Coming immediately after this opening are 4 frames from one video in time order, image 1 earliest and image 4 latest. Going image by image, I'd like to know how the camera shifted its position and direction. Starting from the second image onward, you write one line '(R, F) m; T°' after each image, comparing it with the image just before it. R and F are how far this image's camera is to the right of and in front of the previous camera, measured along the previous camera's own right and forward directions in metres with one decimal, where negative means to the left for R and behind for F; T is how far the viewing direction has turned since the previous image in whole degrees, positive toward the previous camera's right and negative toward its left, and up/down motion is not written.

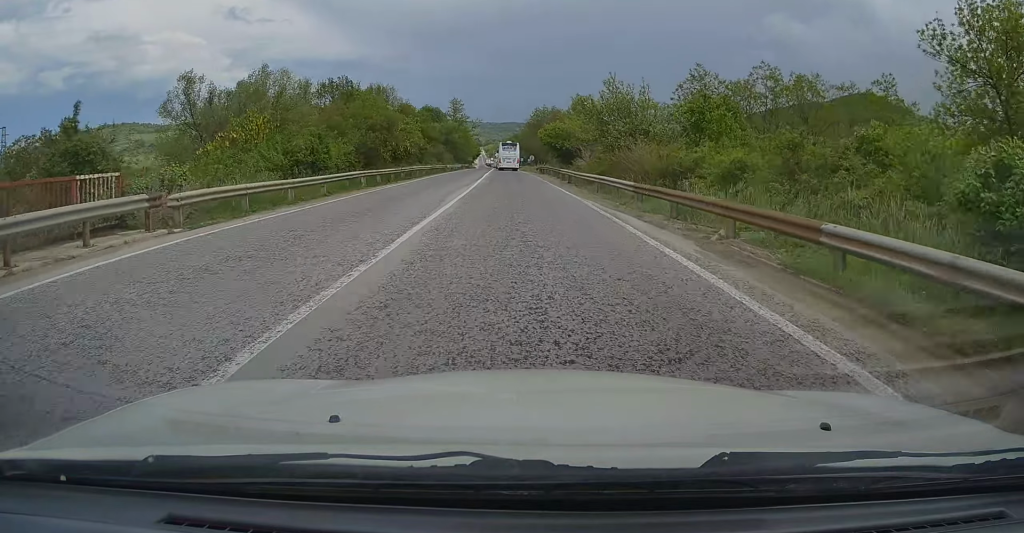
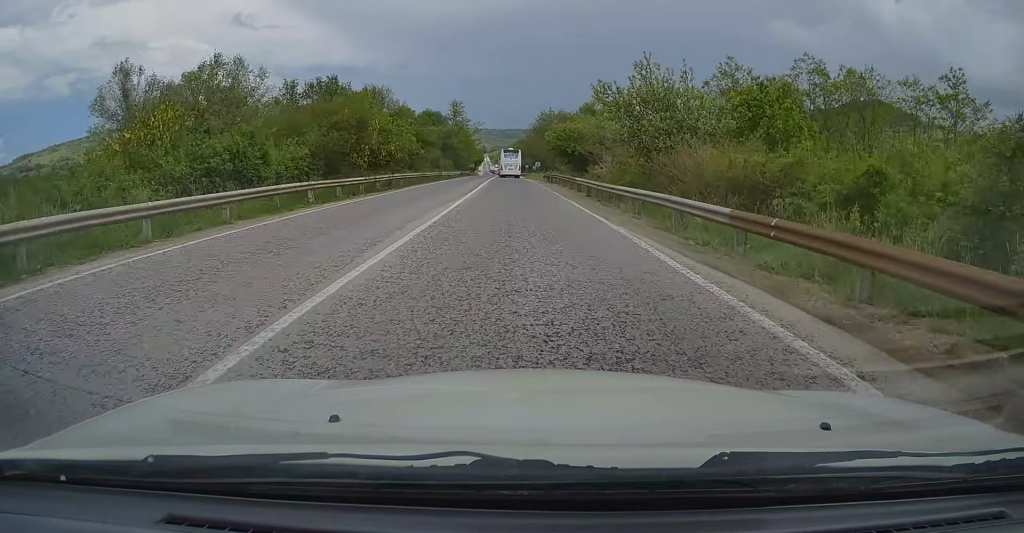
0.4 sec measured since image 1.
(+0.1, +8.4) m; -1°
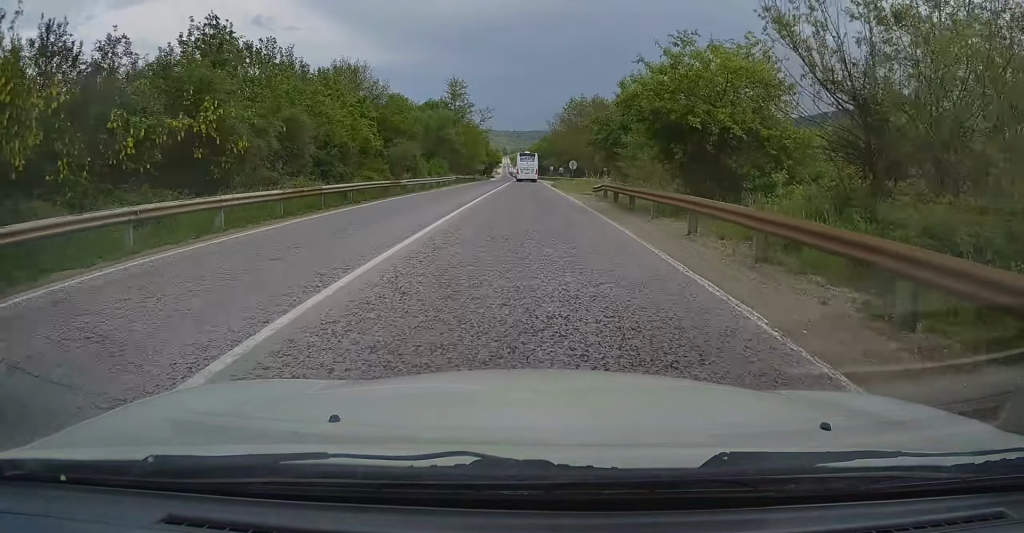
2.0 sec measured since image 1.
(-0.6, +31.1) m; -1°
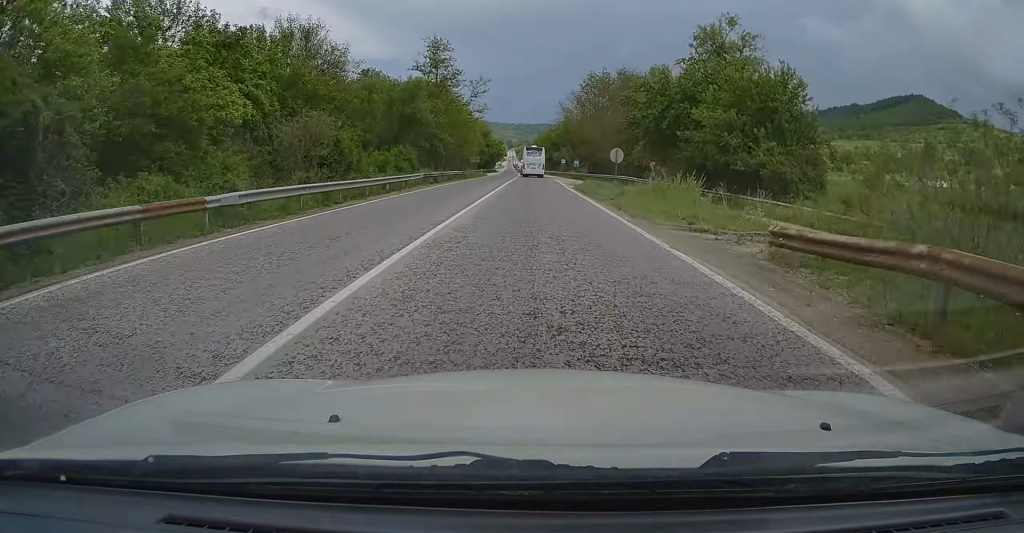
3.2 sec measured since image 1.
(+0.2, +22.6) m; 0°
